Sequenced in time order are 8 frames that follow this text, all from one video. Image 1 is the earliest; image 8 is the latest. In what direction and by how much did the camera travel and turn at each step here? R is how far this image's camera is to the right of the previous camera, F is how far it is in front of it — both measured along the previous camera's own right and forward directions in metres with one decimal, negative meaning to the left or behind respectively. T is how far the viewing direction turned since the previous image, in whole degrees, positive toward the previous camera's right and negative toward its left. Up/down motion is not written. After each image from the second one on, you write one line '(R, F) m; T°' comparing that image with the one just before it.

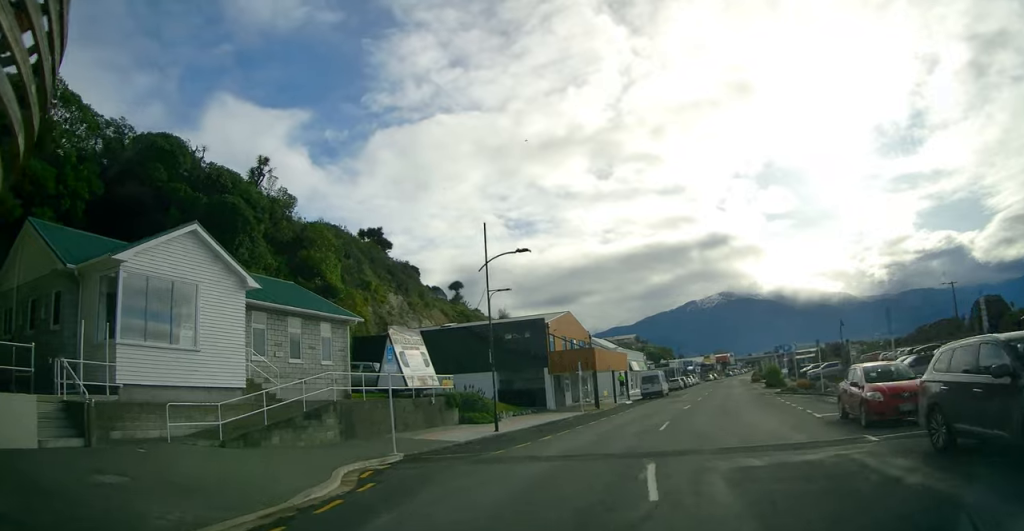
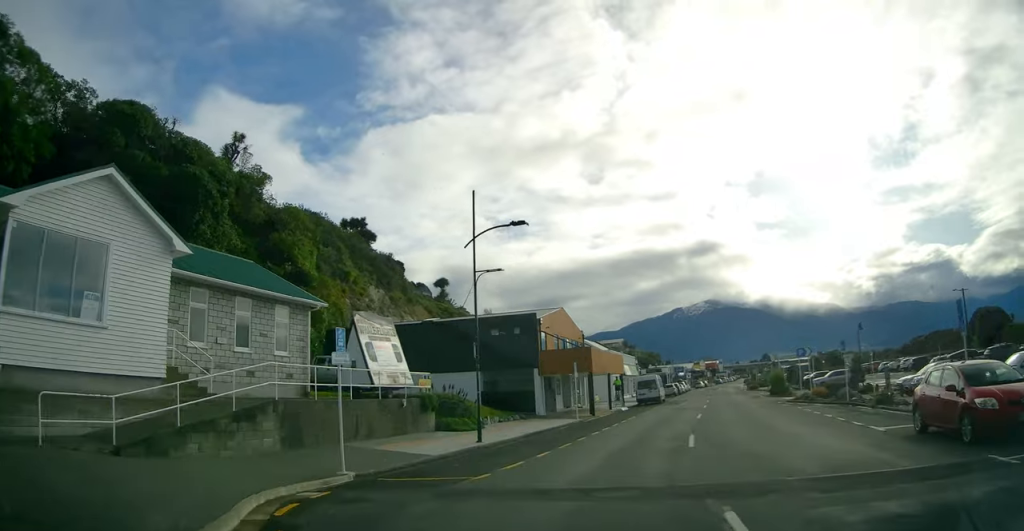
(+0.1, +3.9) m; +3°
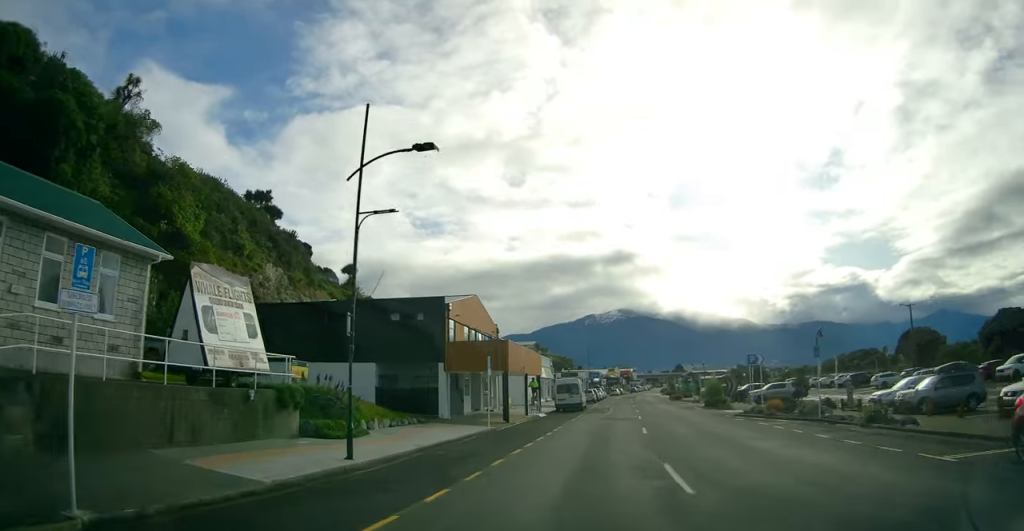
(0.0, +5.3) m; +4°
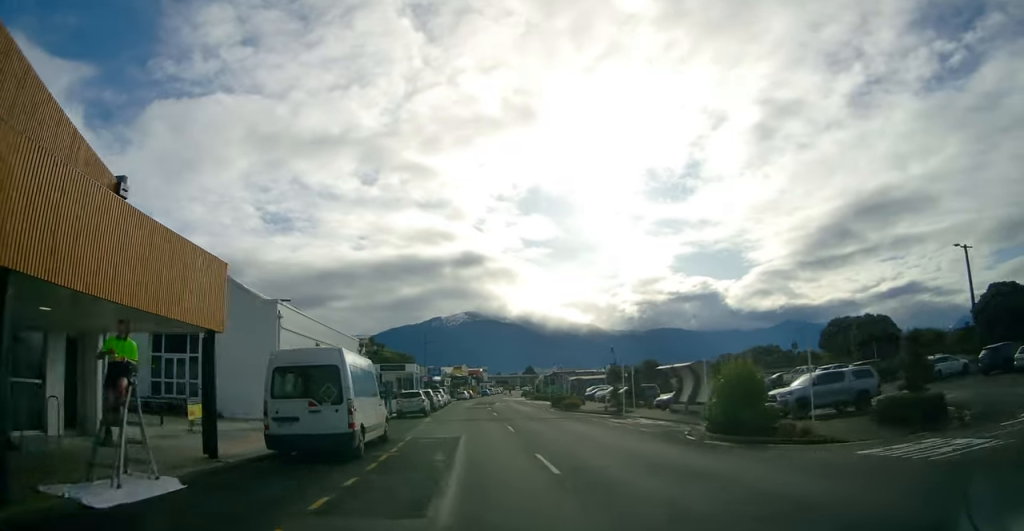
(+1.7, +28.4) m; +4°
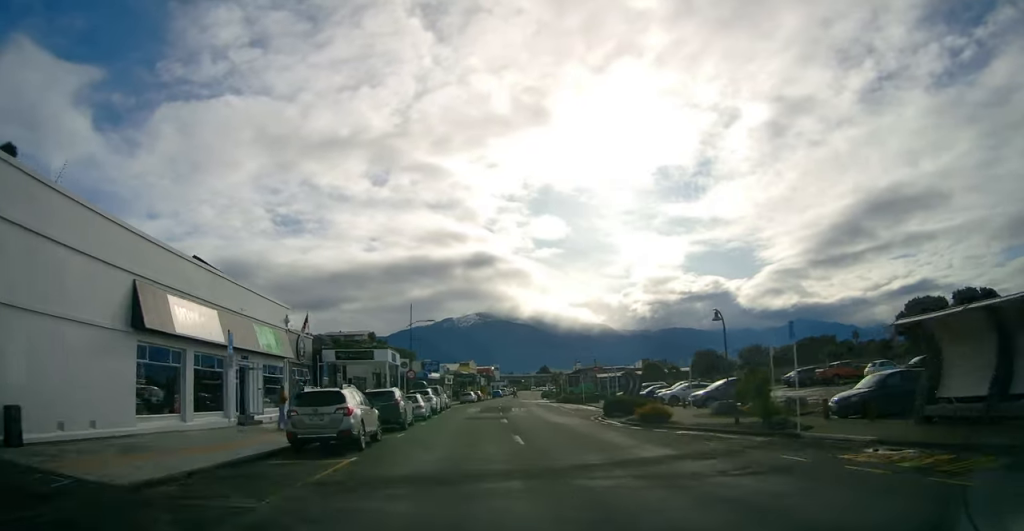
(+0.1, +19.2) m; -1°
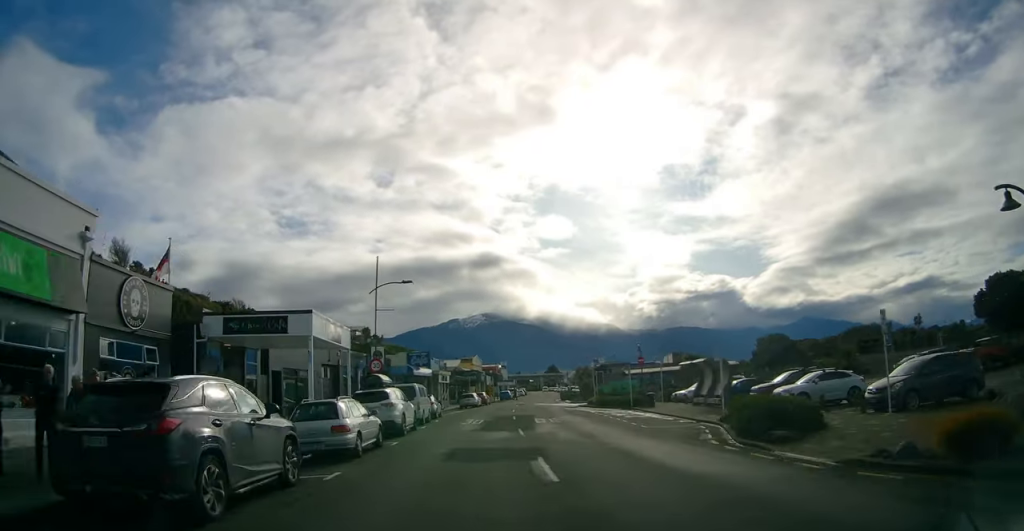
(-0.3, +15.5) m; +1°
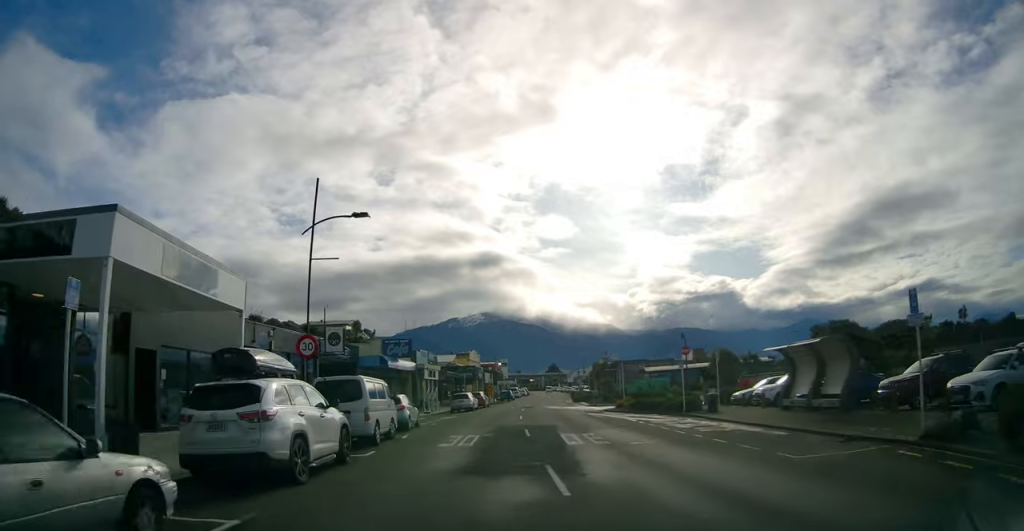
(+0.5, +10.8) m; +1°
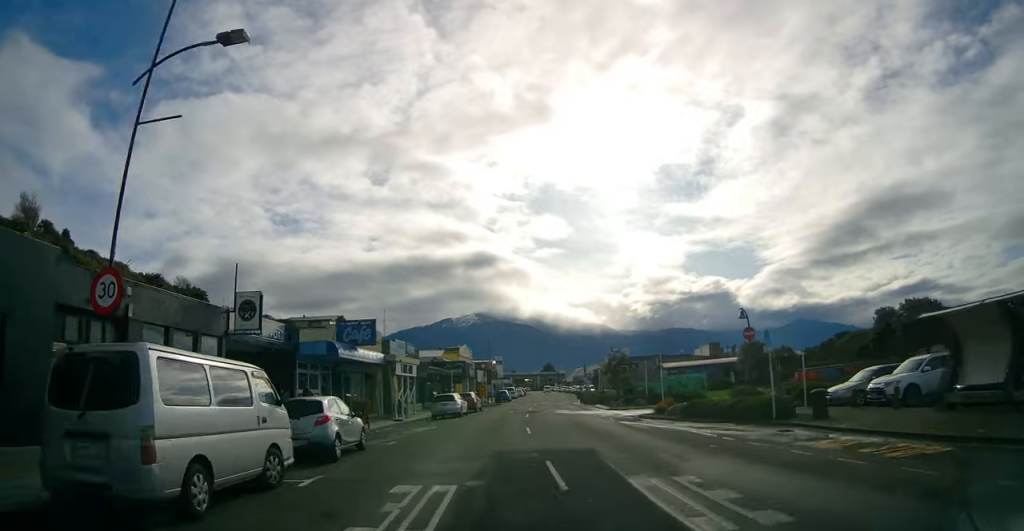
(0.0, +9.9) m; 0°
